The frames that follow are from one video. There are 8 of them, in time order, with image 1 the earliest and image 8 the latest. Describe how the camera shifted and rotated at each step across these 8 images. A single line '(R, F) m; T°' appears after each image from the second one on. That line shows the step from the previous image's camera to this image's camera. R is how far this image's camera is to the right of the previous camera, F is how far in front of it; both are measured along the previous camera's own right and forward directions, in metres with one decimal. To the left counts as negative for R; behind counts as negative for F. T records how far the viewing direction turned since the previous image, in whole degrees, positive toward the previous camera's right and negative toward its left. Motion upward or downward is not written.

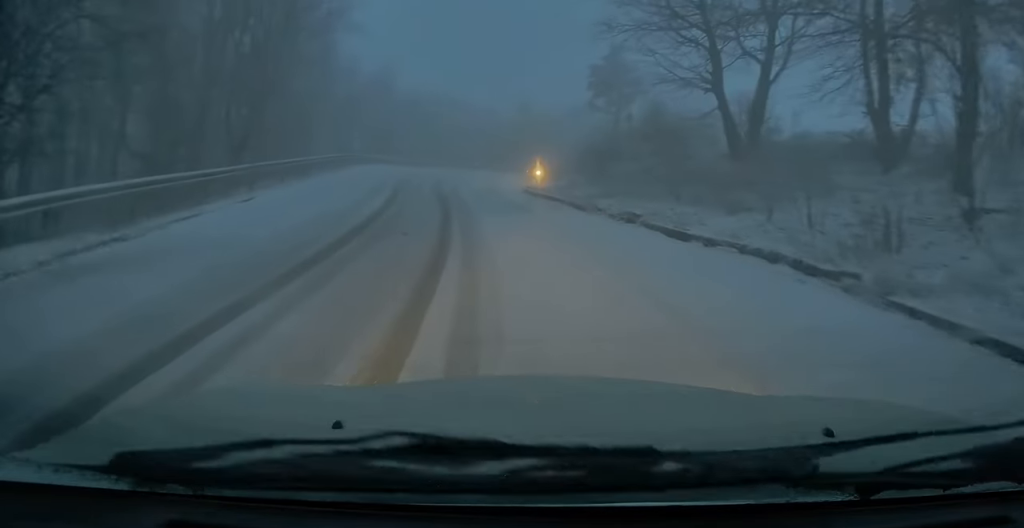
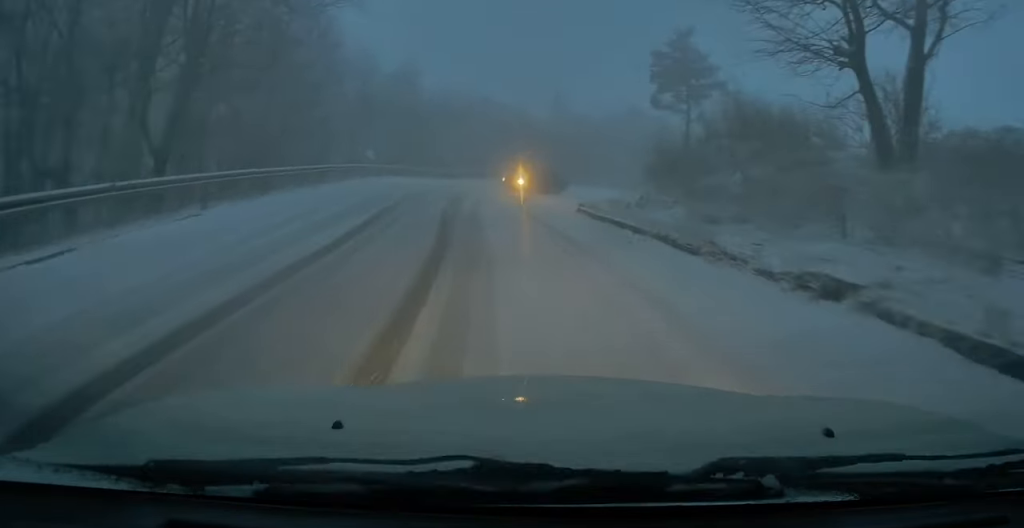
(-0.6, +9.1) m; -8°
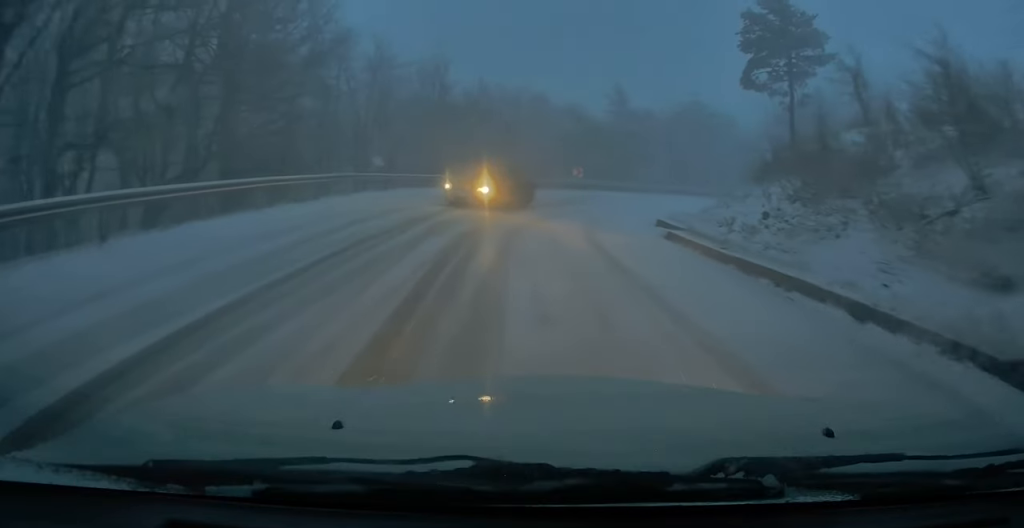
(-0.4, +10.0) m; -3°
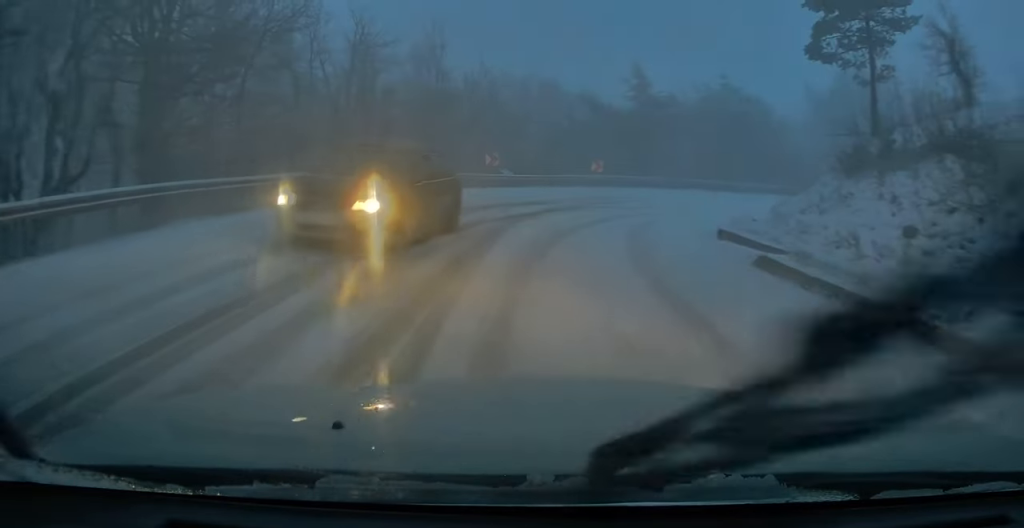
(+0.1, +6.5) m; -2°
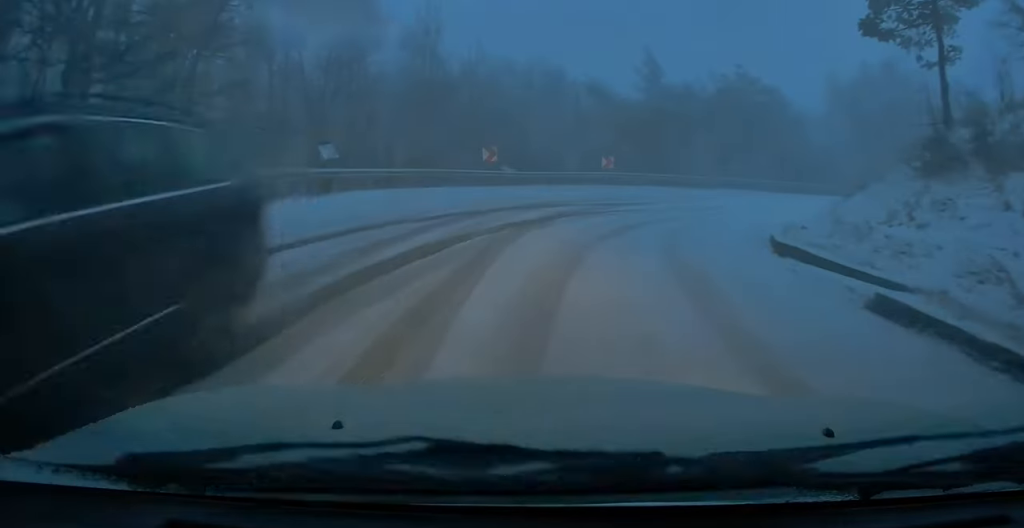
(-0.2, +3.9) m; 0°
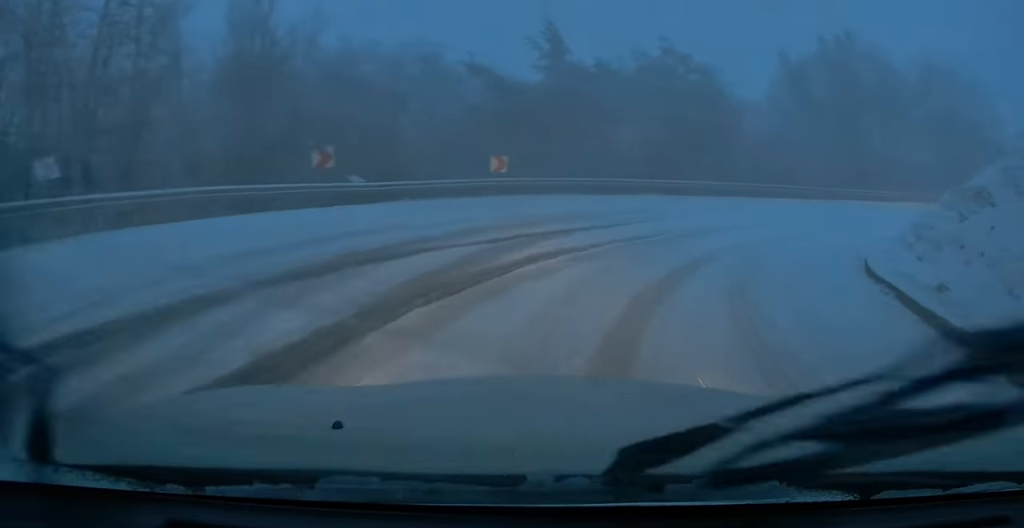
(+0.7, +9.9) m; +13°
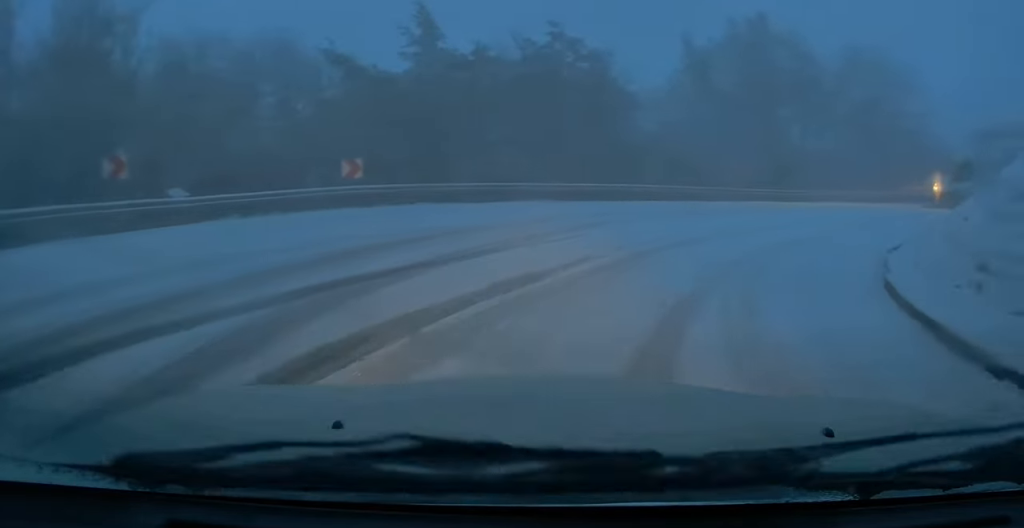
(+0.3, +4.8) m; +11°
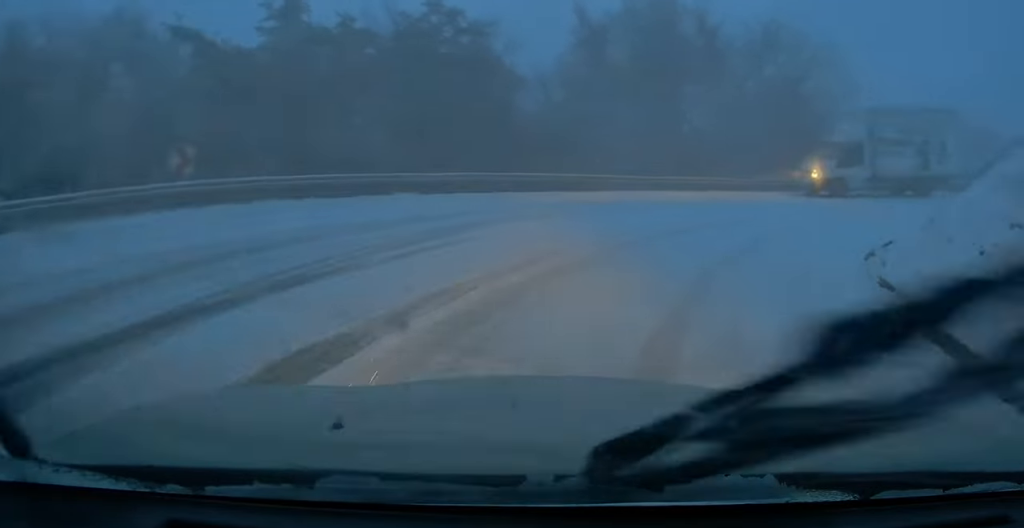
(+0.4, +3.8) m; +8°
